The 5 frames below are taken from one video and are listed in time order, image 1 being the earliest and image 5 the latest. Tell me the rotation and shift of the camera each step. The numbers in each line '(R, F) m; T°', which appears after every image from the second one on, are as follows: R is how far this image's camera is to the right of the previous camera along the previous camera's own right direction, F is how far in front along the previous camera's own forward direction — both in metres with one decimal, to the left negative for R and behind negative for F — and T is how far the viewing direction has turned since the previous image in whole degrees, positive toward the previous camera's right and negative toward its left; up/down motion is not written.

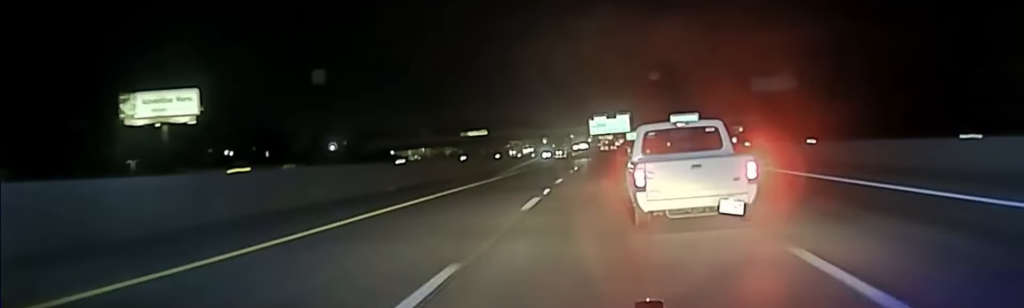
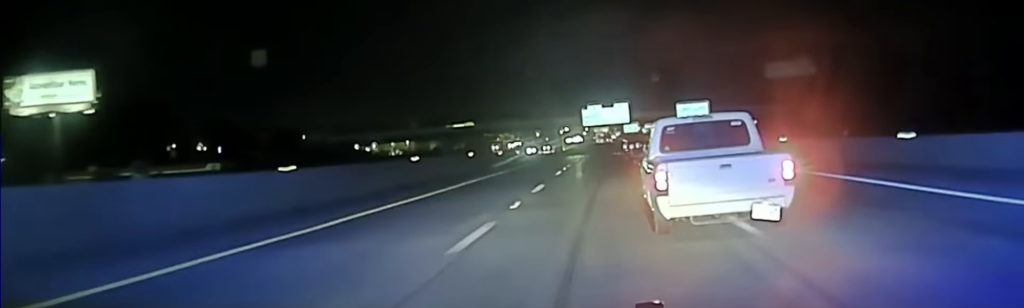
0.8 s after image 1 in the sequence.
(+0.1, +35.1) m; 0°
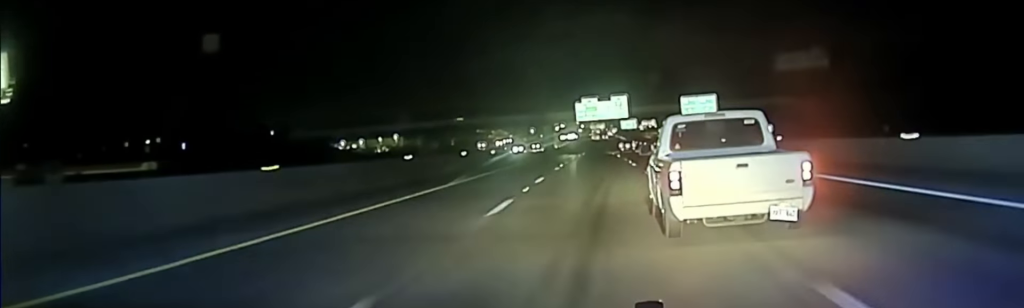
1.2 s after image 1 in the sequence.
(-0.1, +21.9) m; 0°
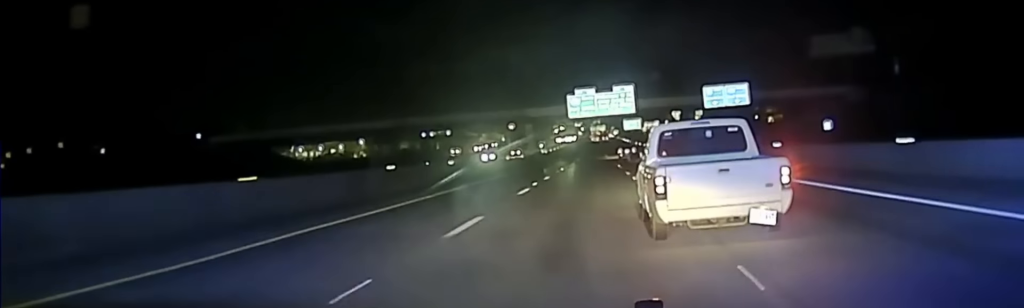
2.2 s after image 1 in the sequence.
(0.0, +42.9) m; 0°
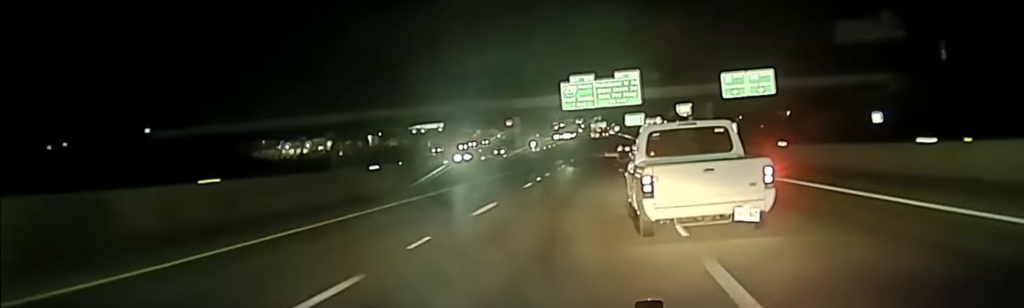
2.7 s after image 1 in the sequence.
(+0.1, +20.4) m; 0°
